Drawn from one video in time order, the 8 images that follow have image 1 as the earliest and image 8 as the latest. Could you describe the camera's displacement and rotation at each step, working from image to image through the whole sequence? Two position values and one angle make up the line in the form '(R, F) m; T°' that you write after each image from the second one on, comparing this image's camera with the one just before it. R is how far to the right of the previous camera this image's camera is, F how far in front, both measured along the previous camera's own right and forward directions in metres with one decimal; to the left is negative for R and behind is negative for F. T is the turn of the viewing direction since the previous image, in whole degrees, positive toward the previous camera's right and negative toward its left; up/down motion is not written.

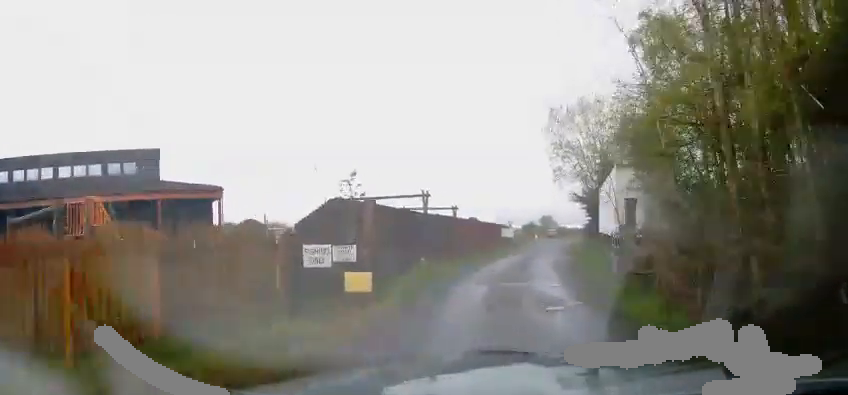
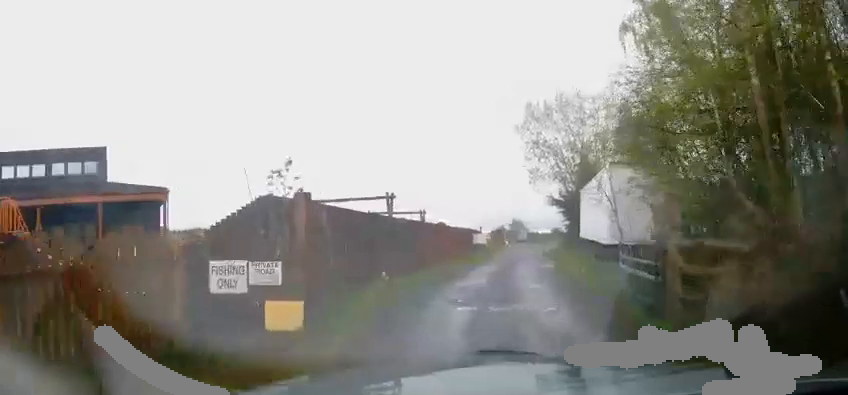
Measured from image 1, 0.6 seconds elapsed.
(+0.1, +2.4) m; +4°
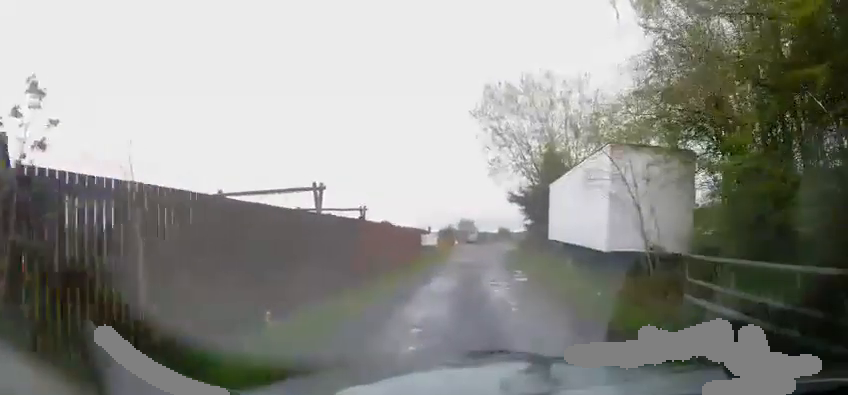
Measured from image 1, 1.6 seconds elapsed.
(0.0, +4.3) m; +1°
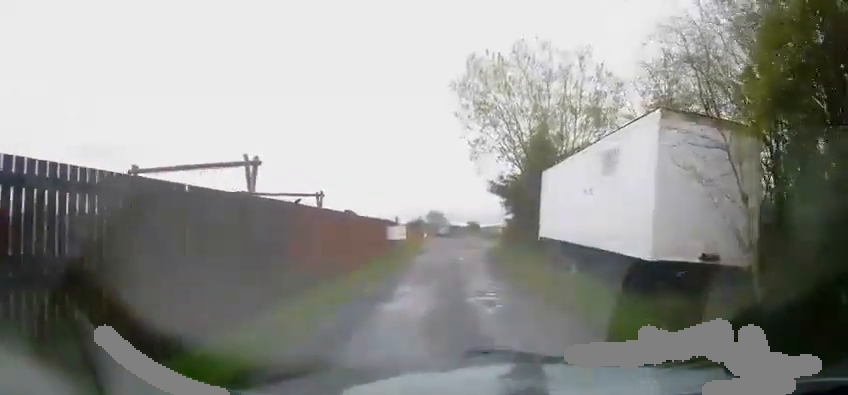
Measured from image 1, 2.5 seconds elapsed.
(0.0, +3.8) m; +6°
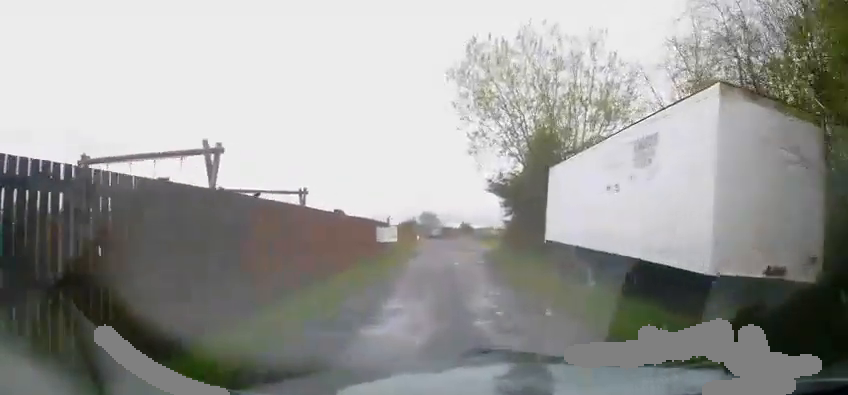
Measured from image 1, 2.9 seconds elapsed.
(+0.2, +2.1) m; 0°
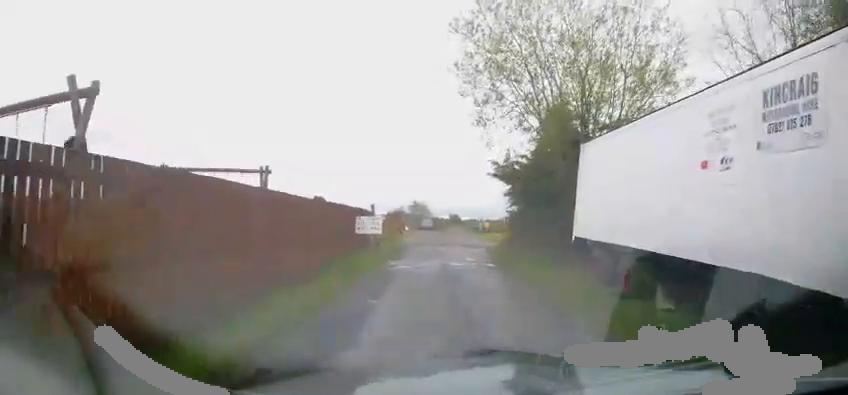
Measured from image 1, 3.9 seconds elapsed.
(+0.1, +4.2) m; 0°
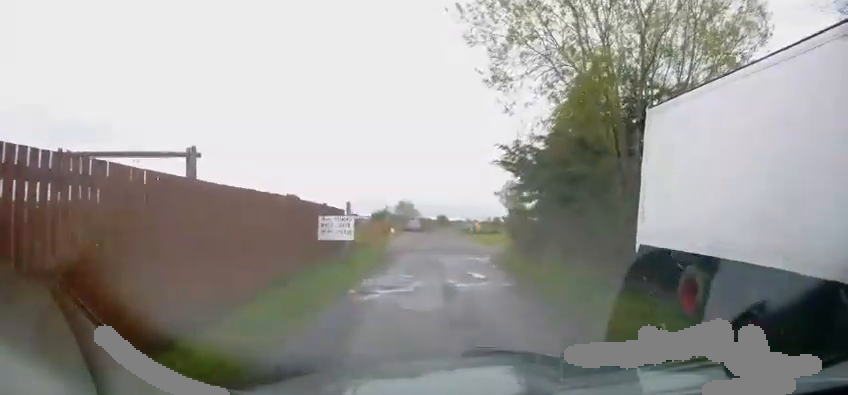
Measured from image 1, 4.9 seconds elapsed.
(-0.1, +4.9) m; +3°
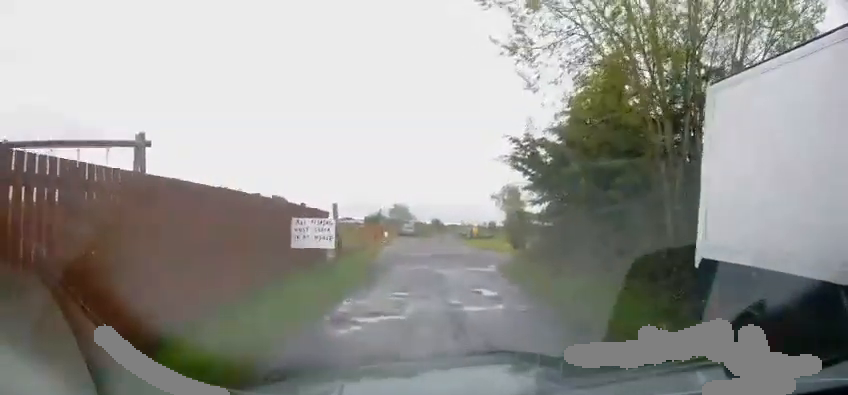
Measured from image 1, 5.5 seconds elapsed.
(+0.2, +2.5) m; +4°
